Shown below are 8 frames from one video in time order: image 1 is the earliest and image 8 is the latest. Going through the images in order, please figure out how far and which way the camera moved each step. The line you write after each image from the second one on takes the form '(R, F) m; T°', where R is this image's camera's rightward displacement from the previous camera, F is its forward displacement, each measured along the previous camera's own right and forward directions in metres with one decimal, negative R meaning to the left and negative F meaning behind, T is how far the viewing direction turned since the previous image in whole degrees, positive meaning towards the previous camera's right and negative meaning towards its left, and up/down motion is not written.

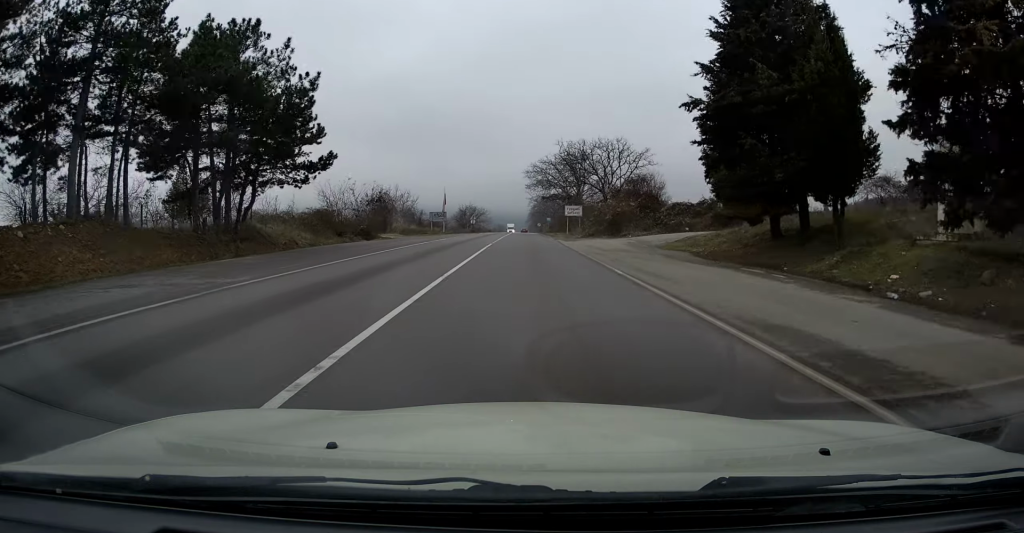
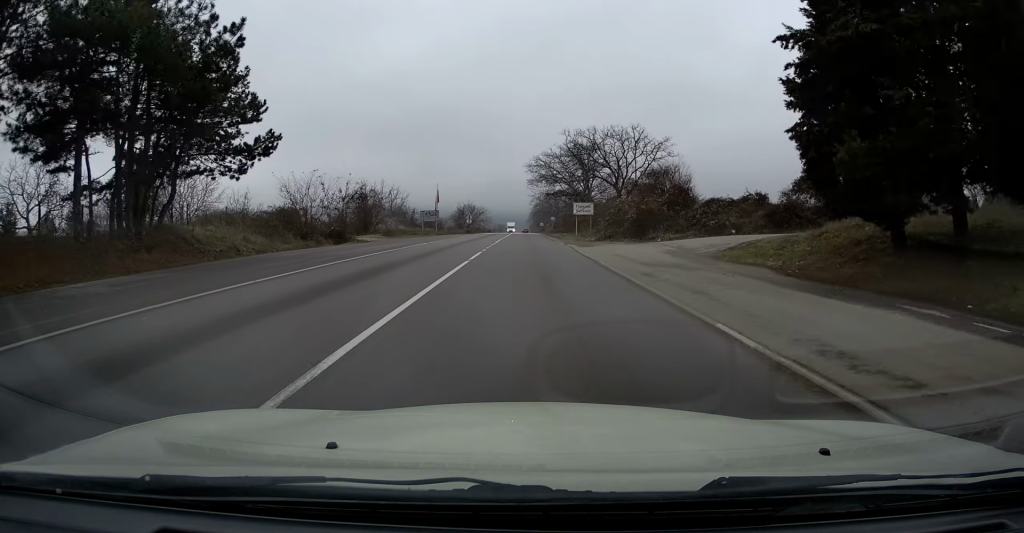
(0.0, +8.1) m; 0°
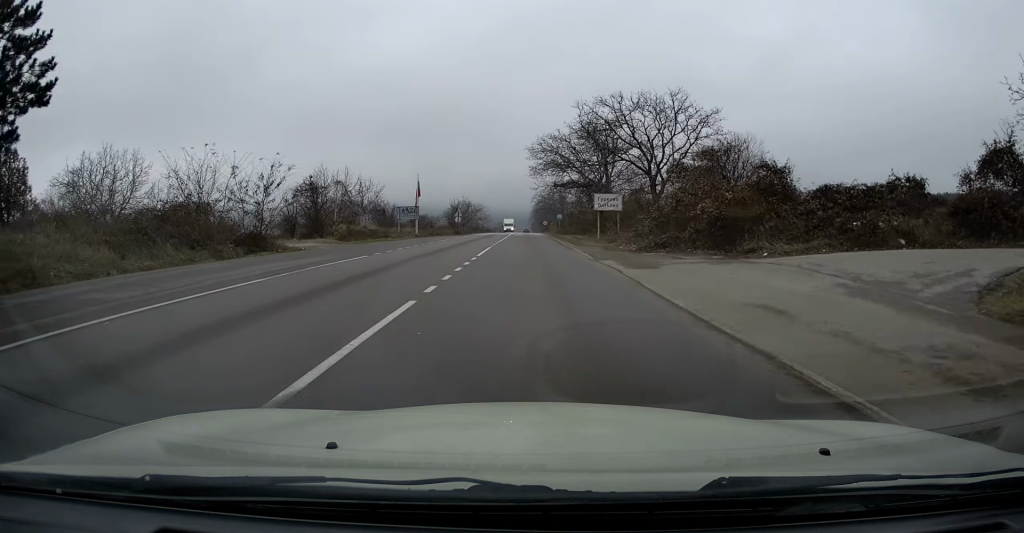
(+0.3, +13.9) m; +1°
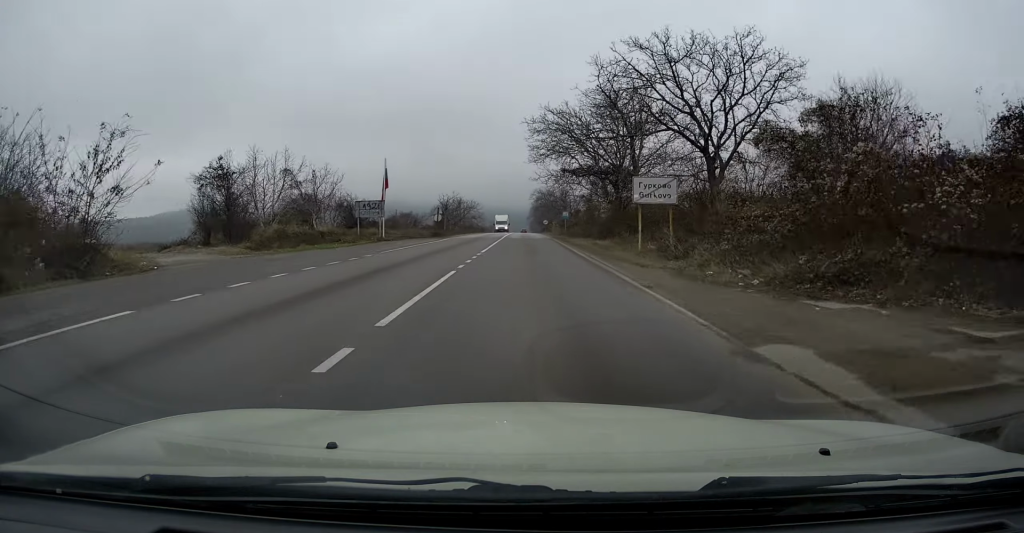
(+0.1, +13.2) m; -1°
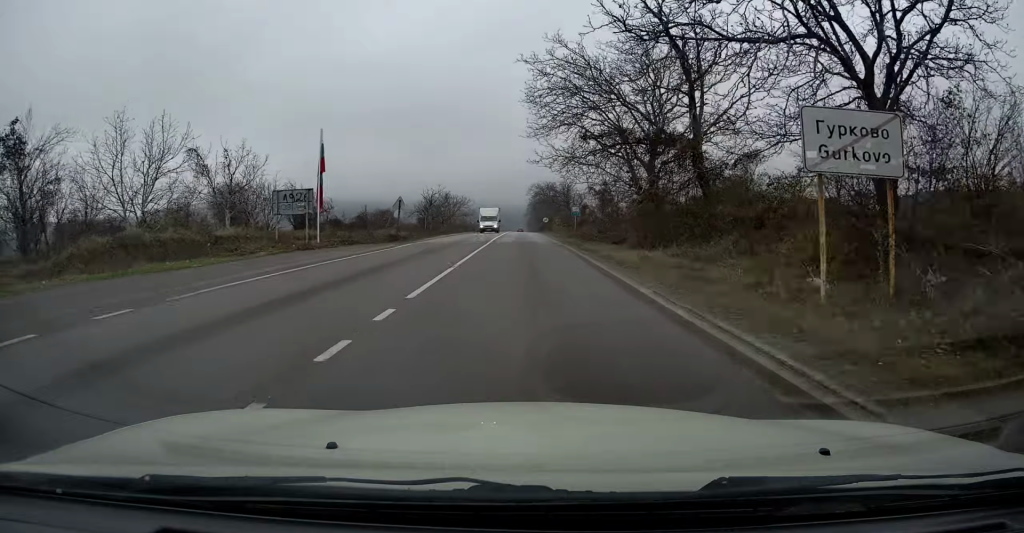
(-0.3, +14.2) m; +1°
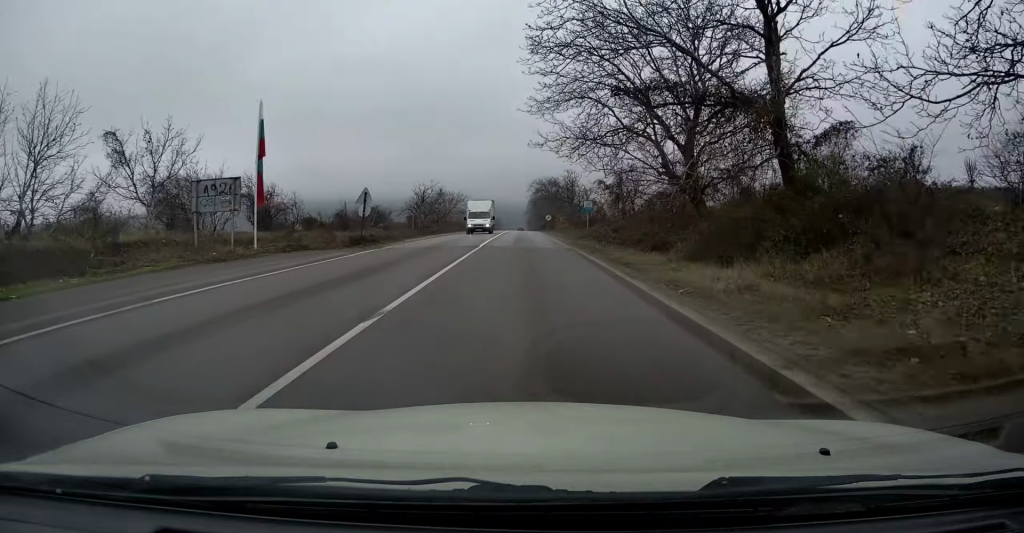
(+0.2, +7.9) m; 0°
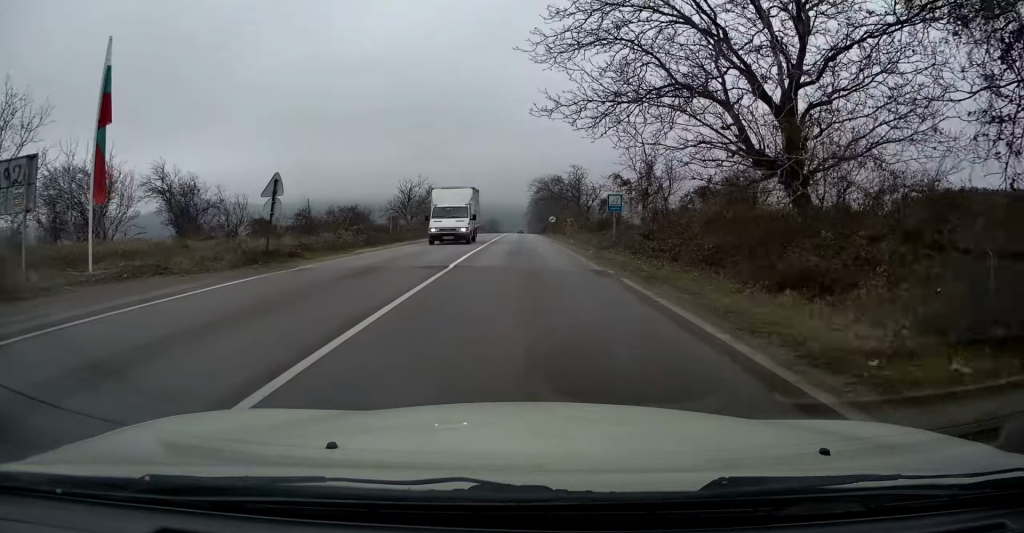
(+0.3, +10.2) m; 0°
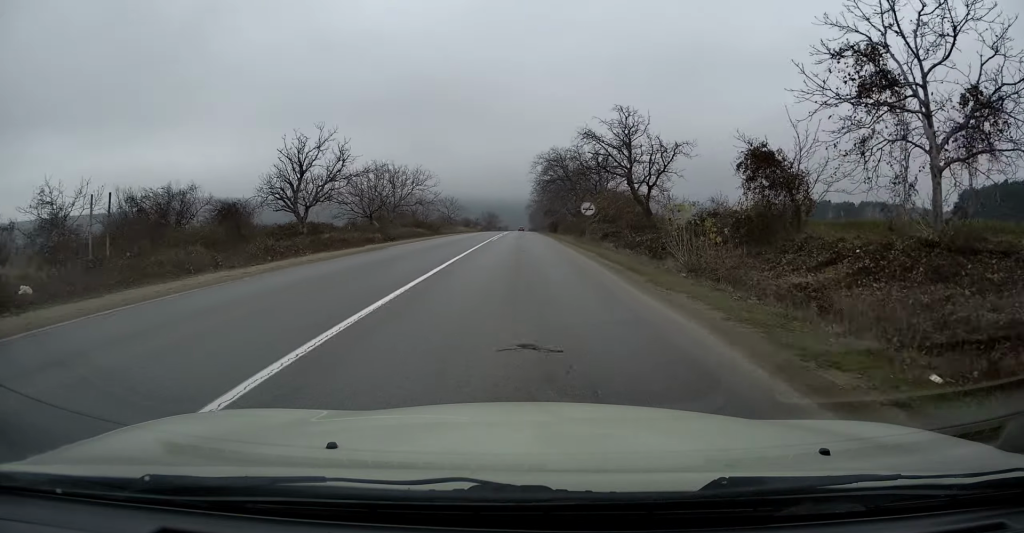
(-0.8, +36.7) m; -2°
